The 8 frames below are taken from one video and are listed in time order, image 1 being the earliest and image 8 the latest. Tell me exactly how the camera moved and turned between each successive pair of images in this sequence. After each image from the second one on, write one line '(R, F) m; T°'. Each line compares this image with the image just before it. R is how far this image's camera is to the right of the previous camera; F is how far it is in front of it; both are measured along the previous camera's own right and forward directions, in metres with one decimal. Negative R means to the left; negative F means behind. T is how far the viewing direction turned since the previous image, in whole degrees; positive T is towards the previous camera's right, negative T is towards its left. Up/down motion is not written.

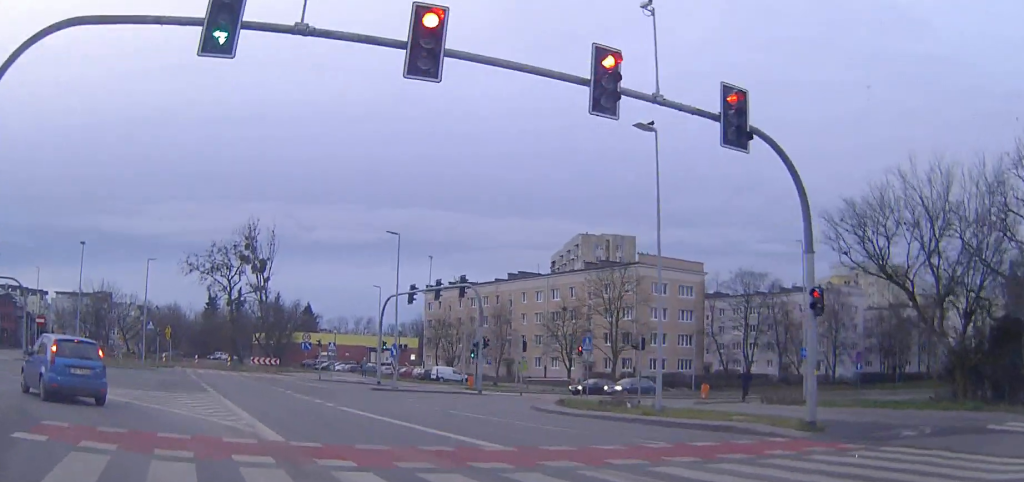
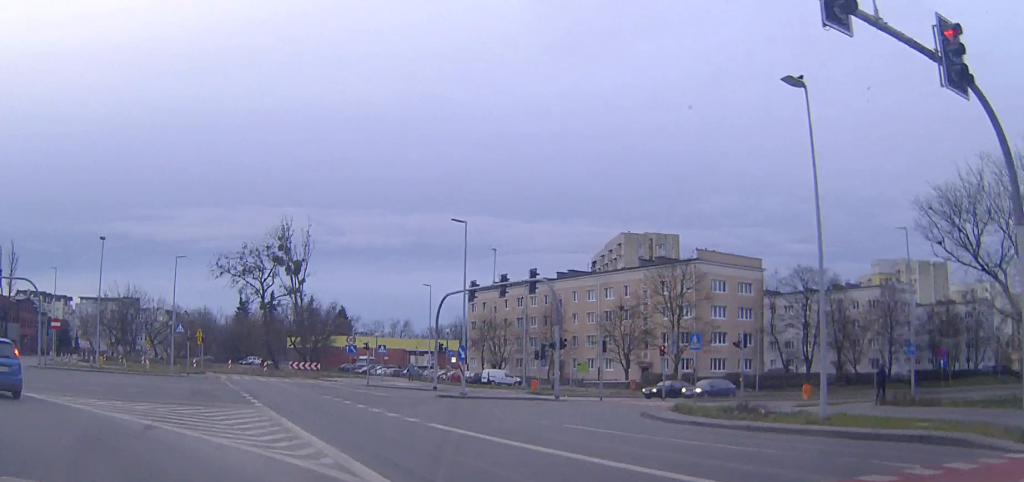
(0.0, +4.9) m; -3°
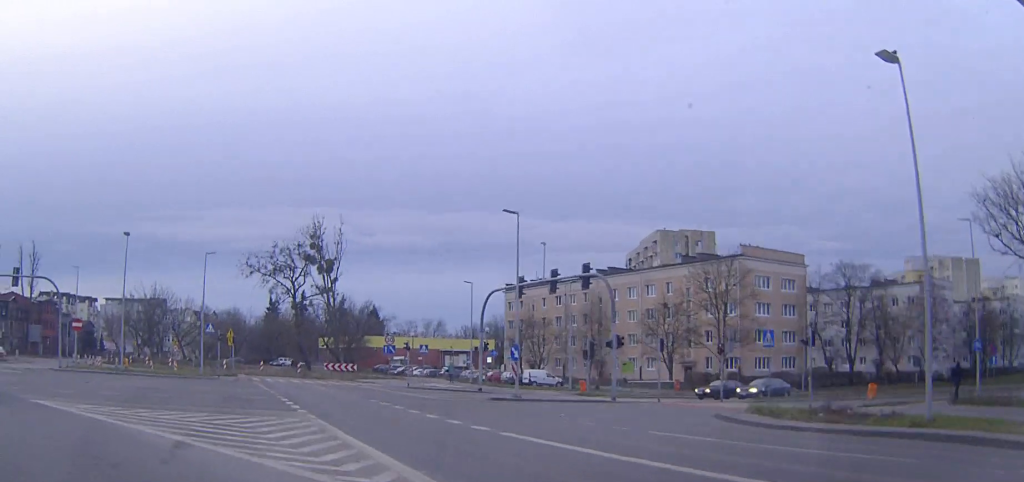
(0.0, +2.2) m; -2°
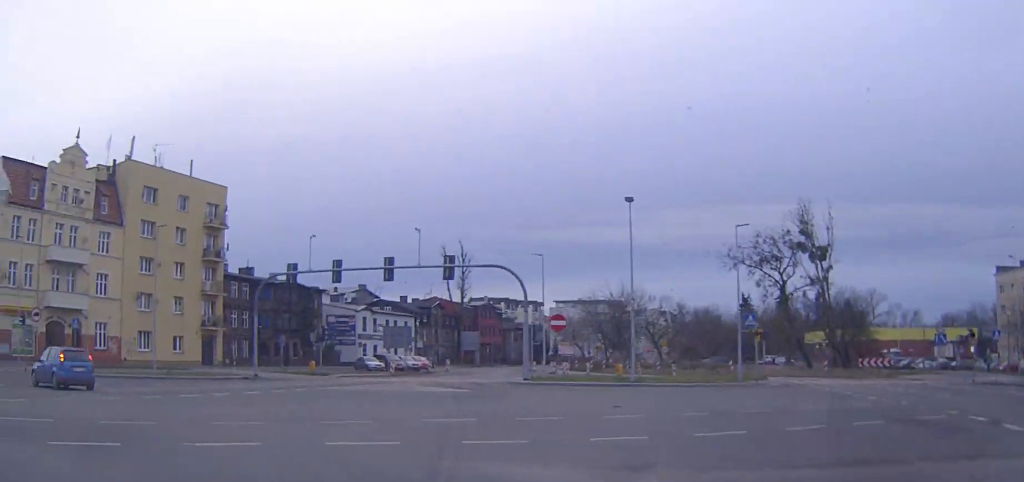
(-2.4, +11.8) m; -32°
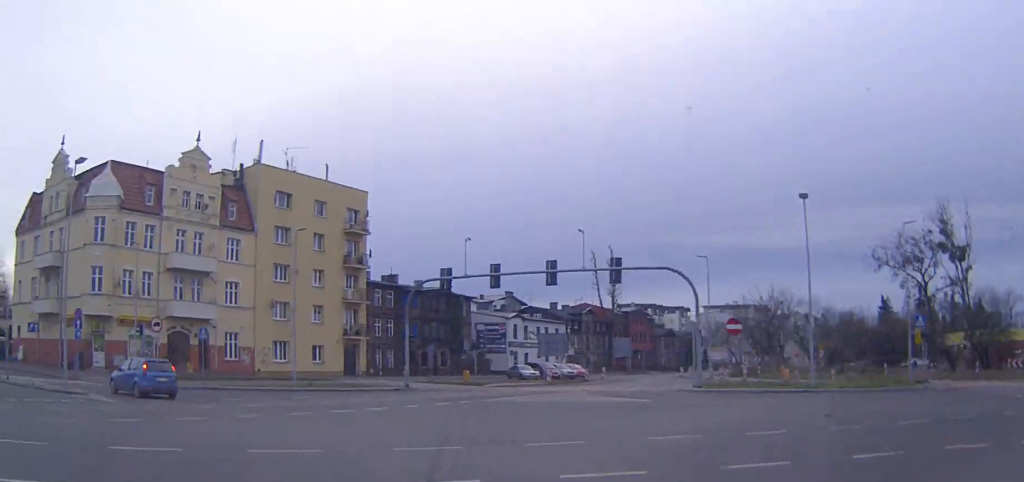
(-0.3, +2.2) m; -12°
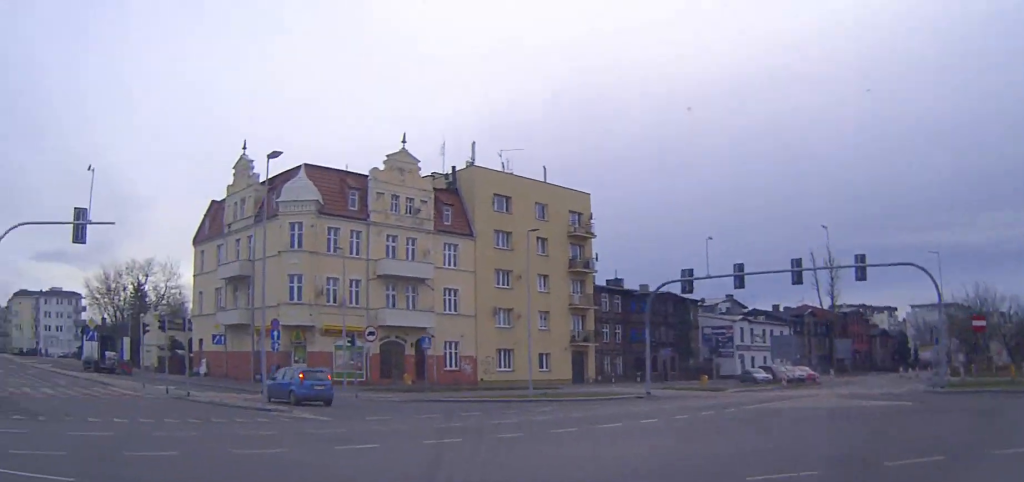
(-0.1, +2.7) m; -15°
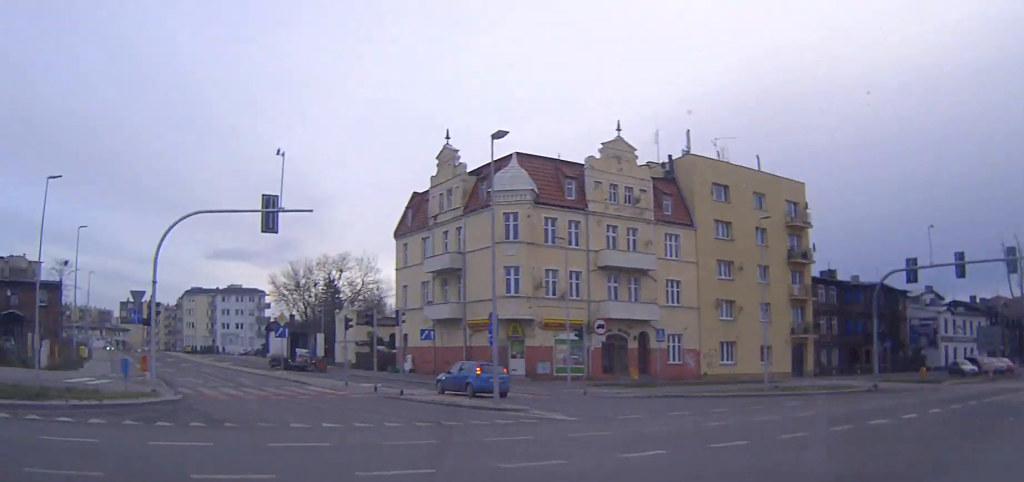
(-0.4, +2.0) m; -15°
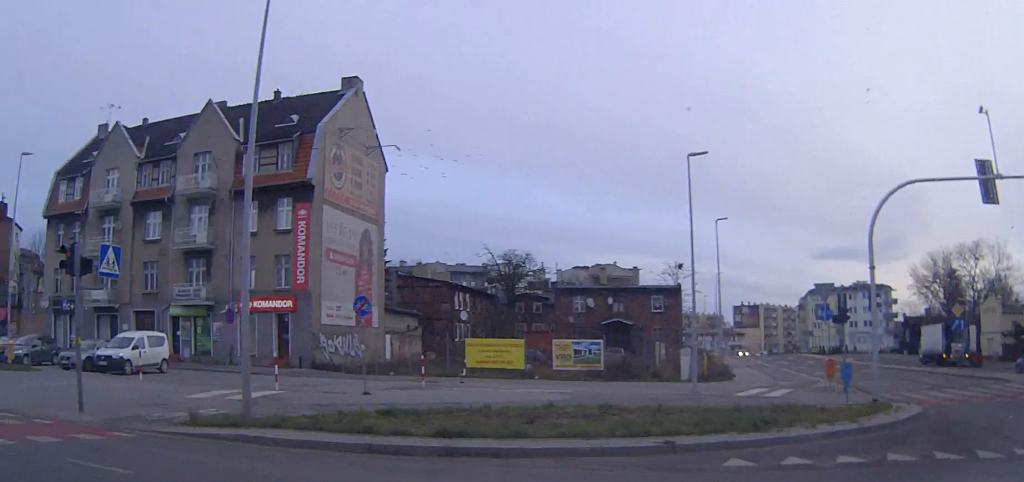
(-2.1, +5.1) m; -42°
